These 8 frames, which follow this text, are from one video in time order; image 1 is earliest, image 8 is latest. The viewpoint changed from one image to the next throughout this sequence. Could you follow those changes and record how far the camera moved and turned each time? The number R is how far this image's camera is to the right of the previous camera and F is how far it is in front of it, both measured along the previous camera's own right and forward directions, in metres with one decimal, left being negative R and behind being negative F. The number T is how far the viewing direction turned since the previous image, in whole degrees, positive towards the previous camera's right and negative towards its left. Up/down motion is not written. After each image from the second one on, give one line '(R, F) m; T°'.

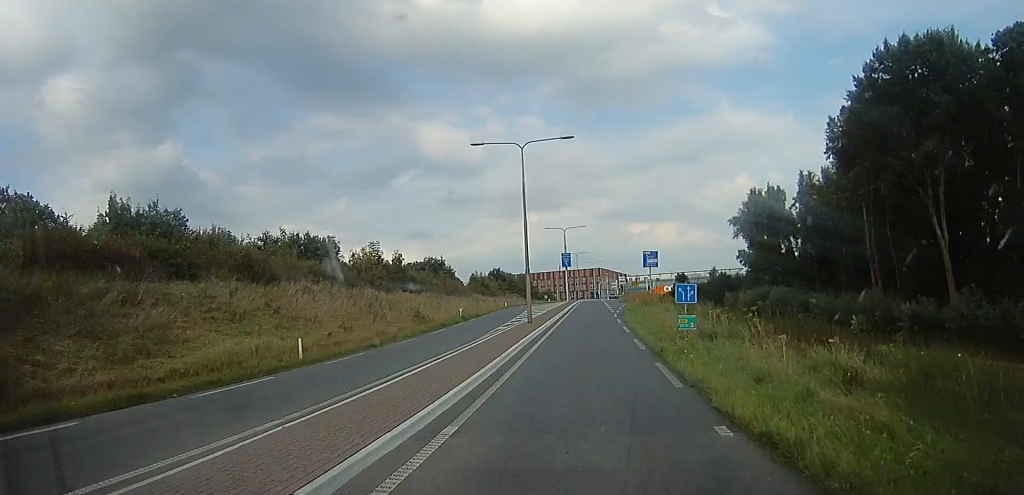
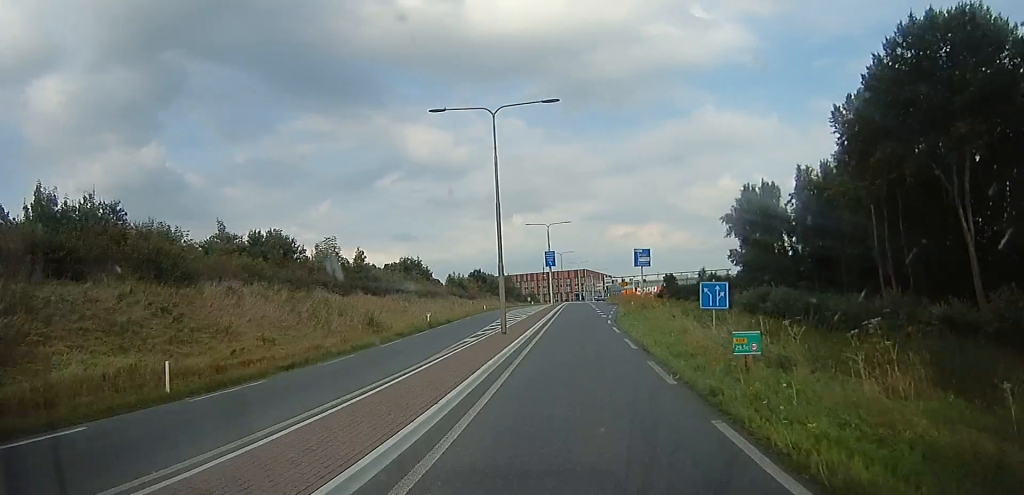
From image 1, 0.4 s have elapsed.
(+0.1, +5.7) m; 0°
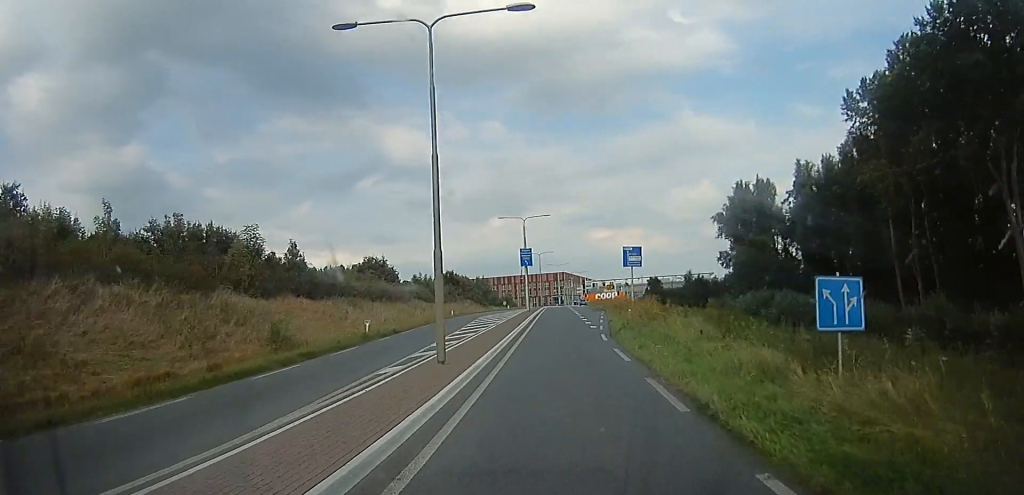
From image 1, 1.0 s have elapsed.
(0.0, +8.0) m; 0°
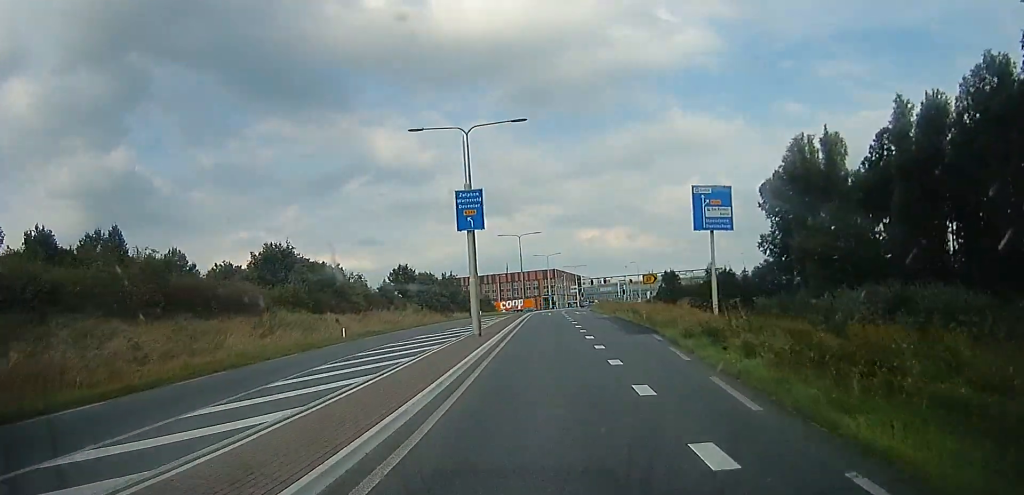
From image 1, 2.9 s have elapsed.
(+0.1, +29.4) m; +1°
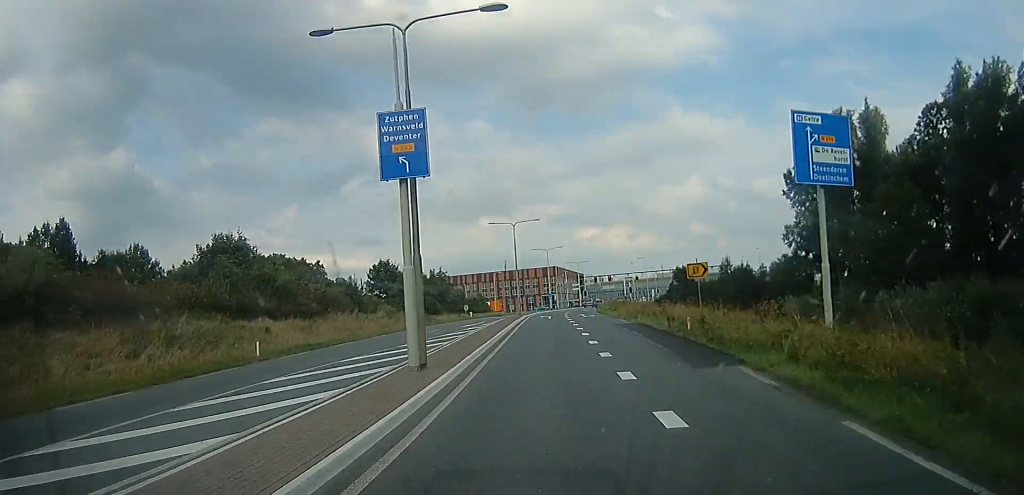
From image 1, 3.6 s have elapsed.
(0.0, +10.2) m; 0°
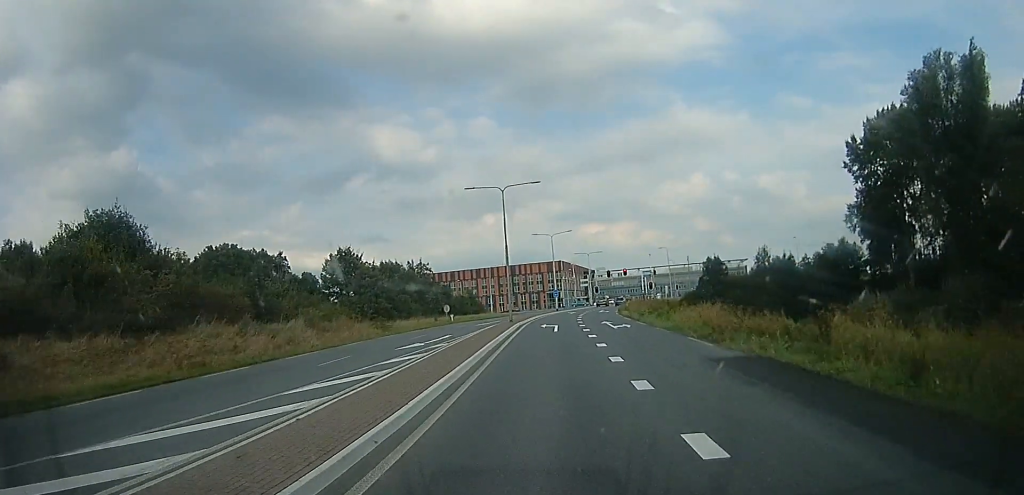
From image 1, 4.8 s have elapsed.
(0.0, +18.1) m; 0°
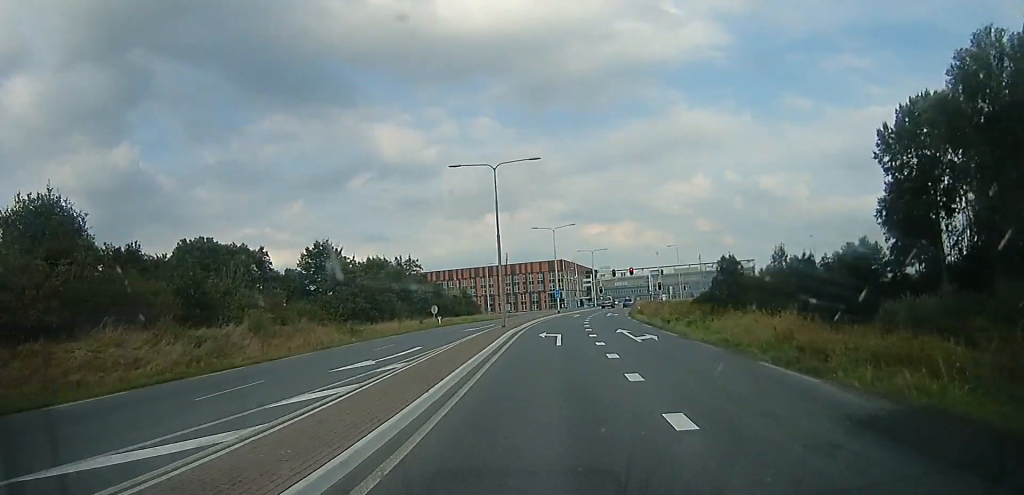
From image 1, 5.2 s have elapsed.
(0.0, +6.9) m; +2°
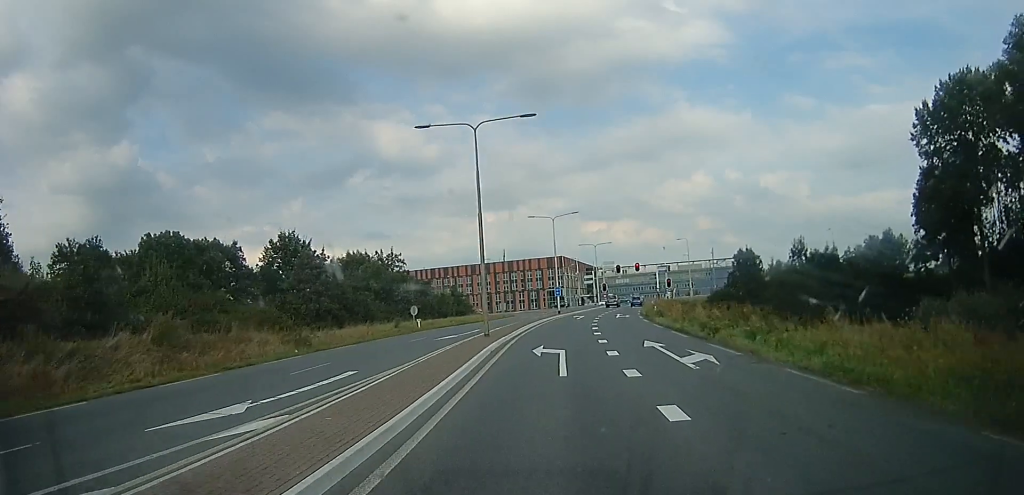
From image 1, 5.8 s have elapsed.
(-0.3, +7.9) m; +3°
